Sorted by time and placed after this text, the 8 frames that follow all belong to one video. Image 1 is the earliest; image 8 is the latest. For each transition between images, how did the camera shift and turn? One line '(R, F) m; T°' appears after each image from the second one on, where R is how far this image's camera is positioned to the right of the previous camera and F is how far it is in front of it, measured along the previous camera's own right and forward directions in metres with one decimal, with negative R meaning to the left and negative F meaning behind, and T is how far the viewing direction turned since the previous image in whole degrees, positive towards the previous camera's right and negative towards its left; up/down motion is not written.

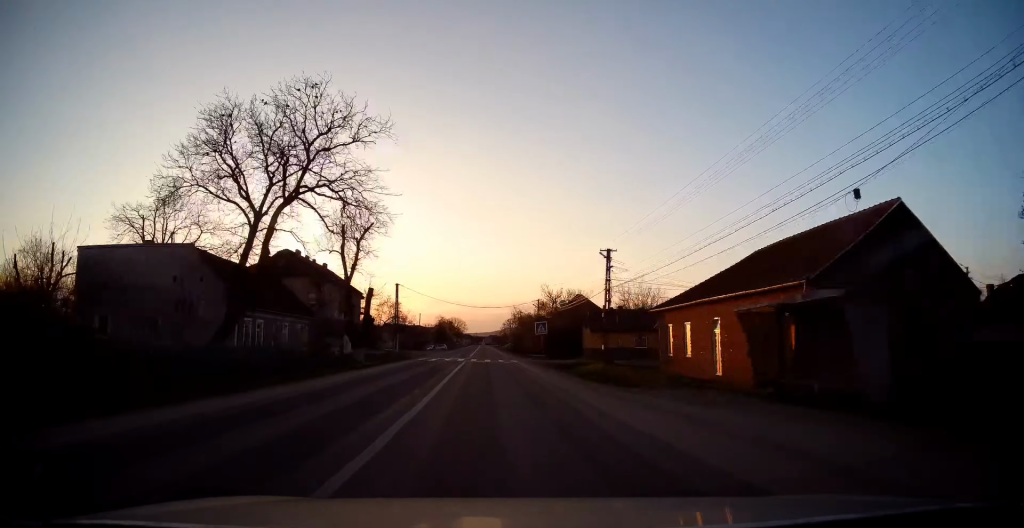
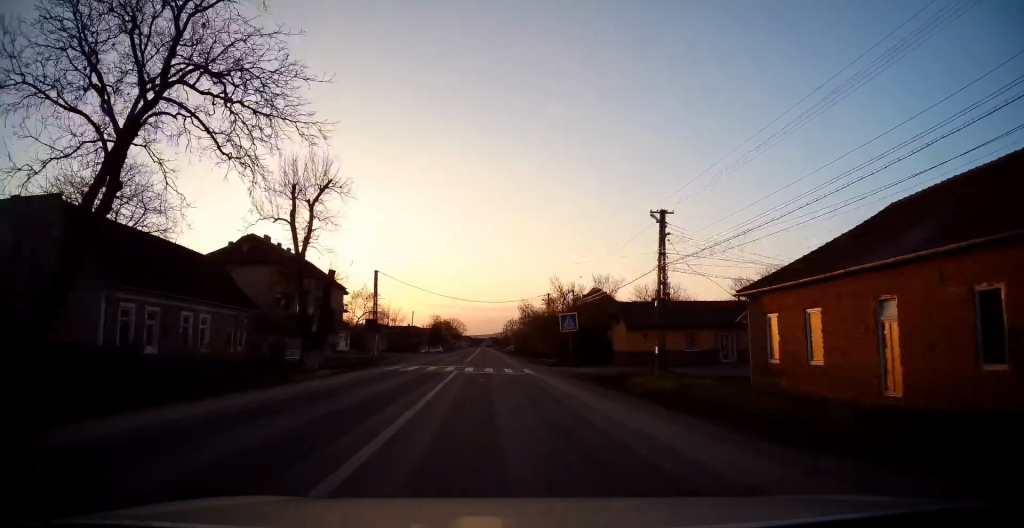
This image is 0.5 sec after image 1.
(0.0, +12.3) m; +1°
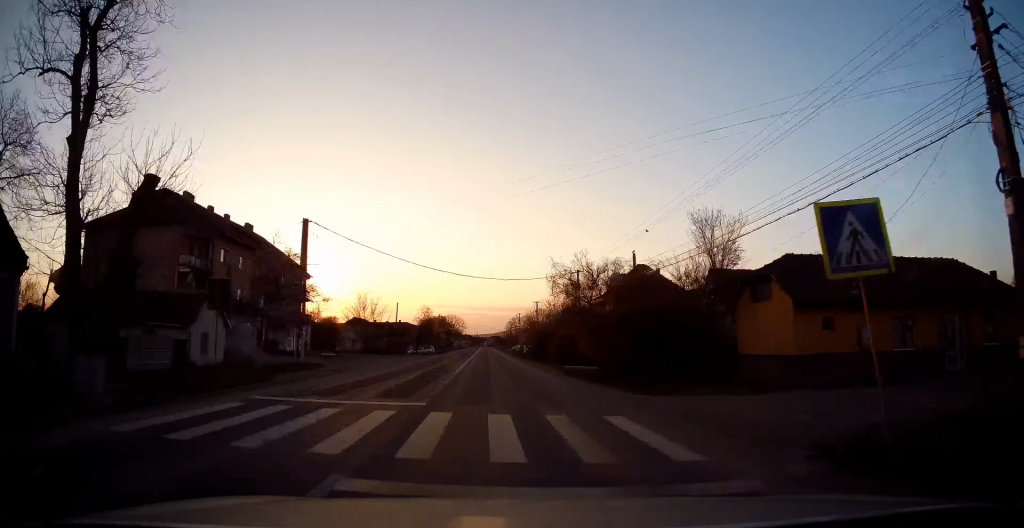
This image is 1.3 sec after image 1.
(+0.2, +20.4) m; +1°
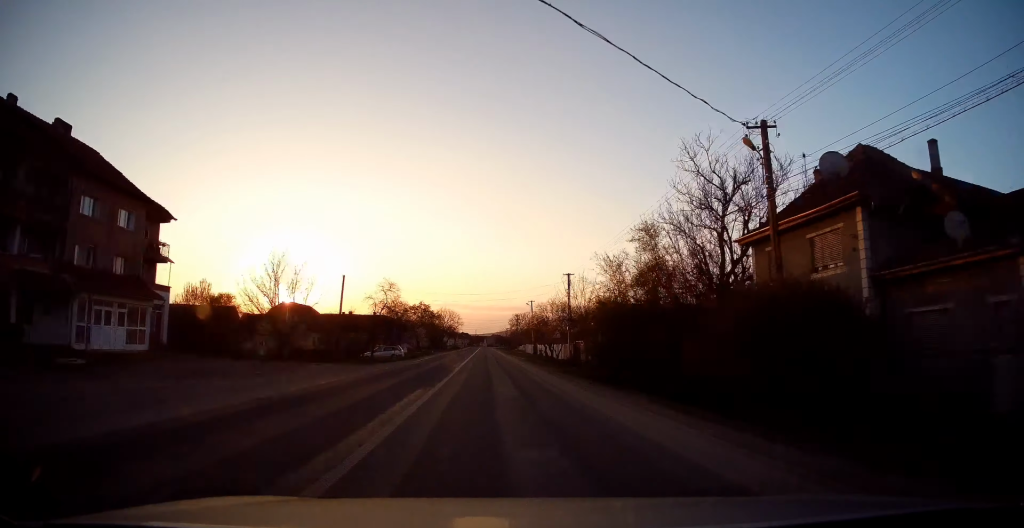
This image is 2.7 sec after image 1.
(+0.1, +32.4) m; -1°
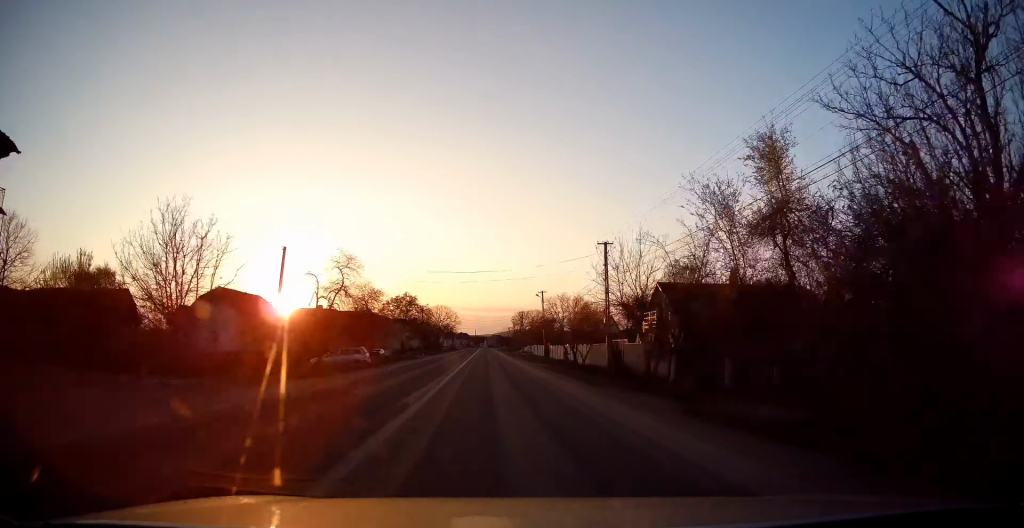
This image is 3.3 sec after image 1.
(-0.1, +16.1) m; -1°
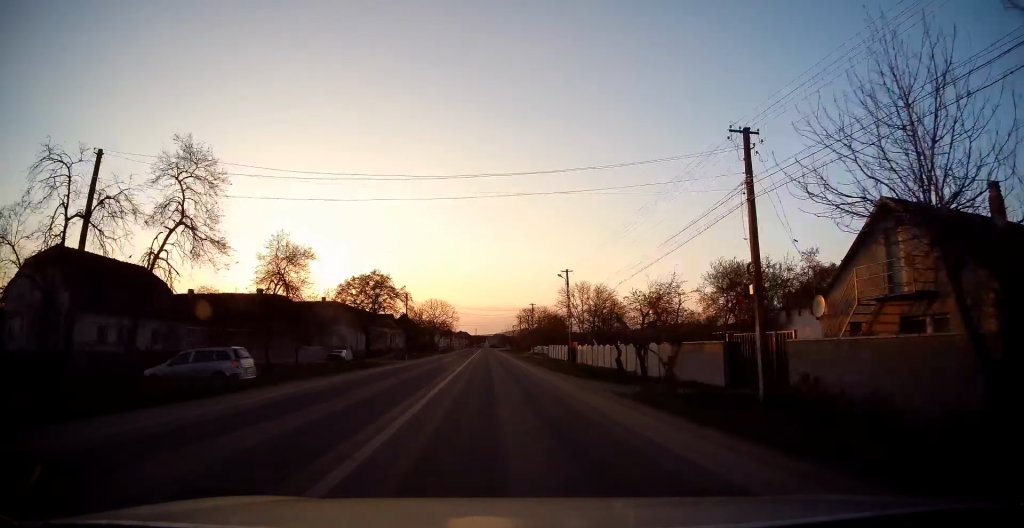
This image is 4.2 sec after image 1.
(0.0, +20.1) m; 0°
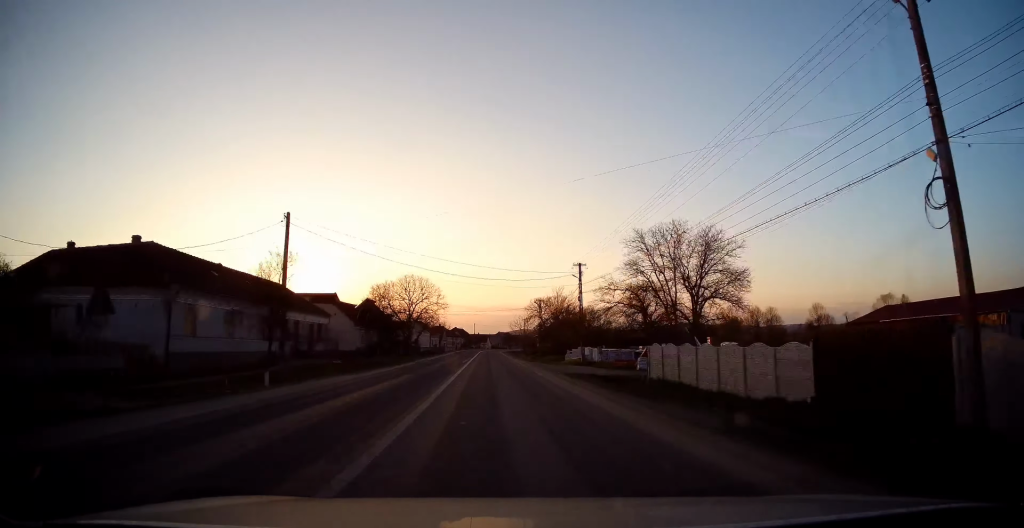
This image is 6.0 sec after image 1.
(+0.4, +43.1) m; +1°
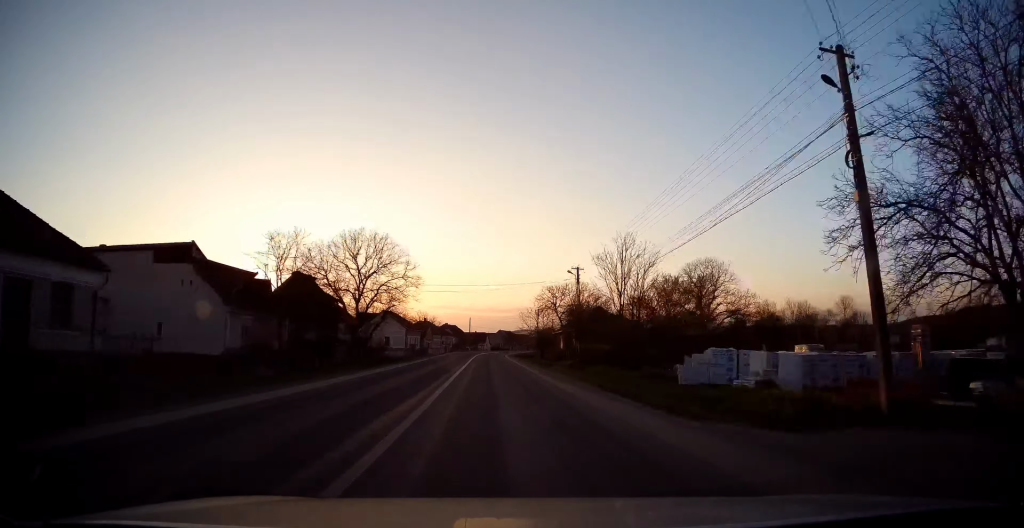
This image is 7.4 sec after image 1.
(-0.3, +34.5) m; -1°
